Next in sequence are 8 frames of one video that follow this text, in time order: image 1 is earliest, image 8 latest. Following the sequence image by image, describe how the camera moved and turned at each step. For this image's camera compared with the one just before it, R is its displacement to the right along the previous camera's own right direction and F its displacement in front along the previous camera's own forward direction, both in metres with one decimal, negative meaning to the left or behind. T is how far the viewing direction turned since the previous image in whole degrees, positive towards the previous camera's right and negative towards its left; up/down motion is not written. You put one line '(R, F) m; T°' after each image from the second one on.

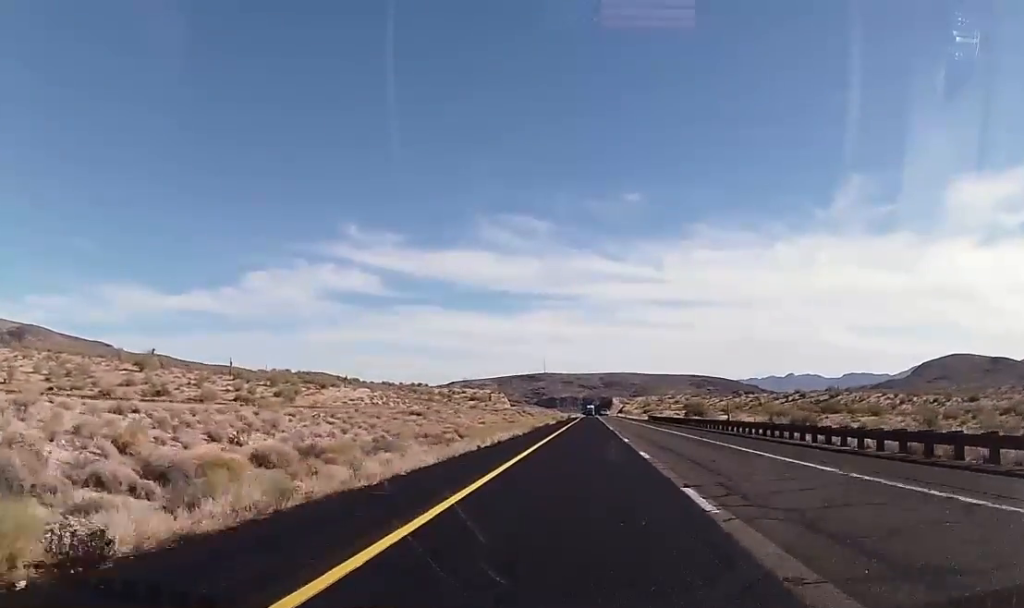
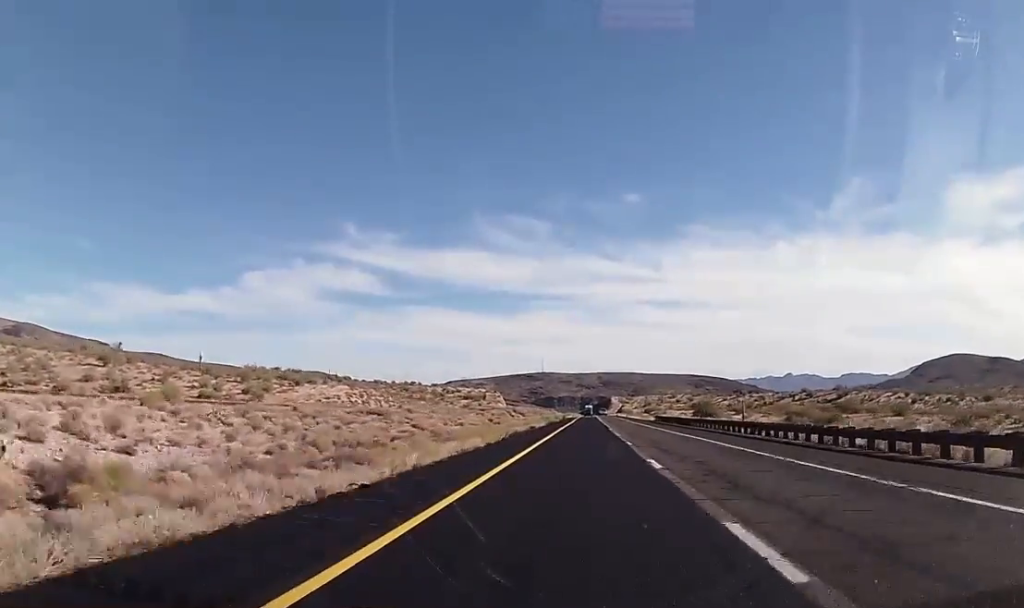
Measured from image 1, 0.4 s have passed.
(0.0, +16.4) m; 0°
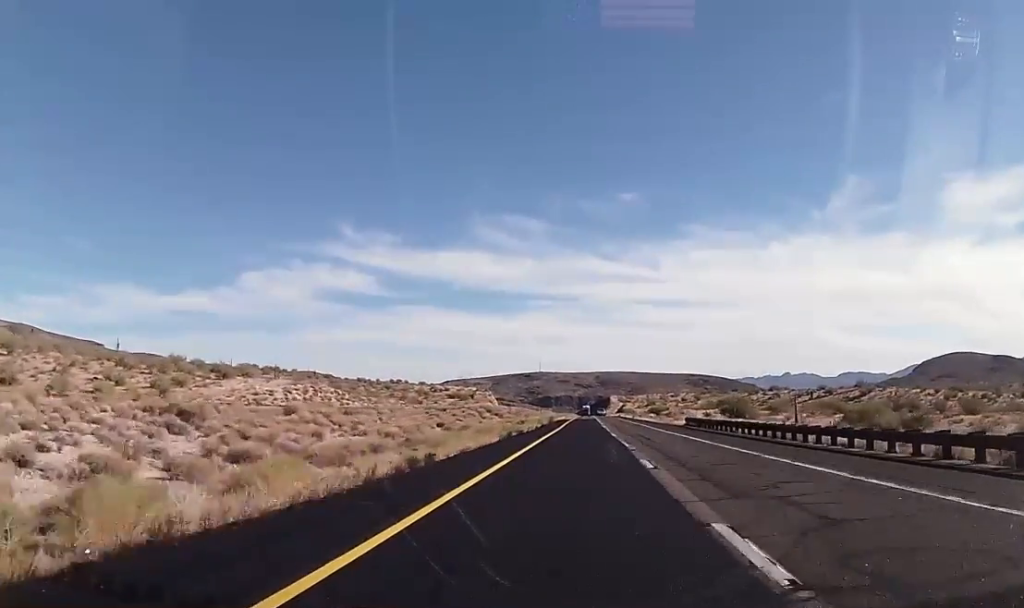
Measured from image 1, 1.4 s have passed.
(-0.3, +36.5) m; 0°
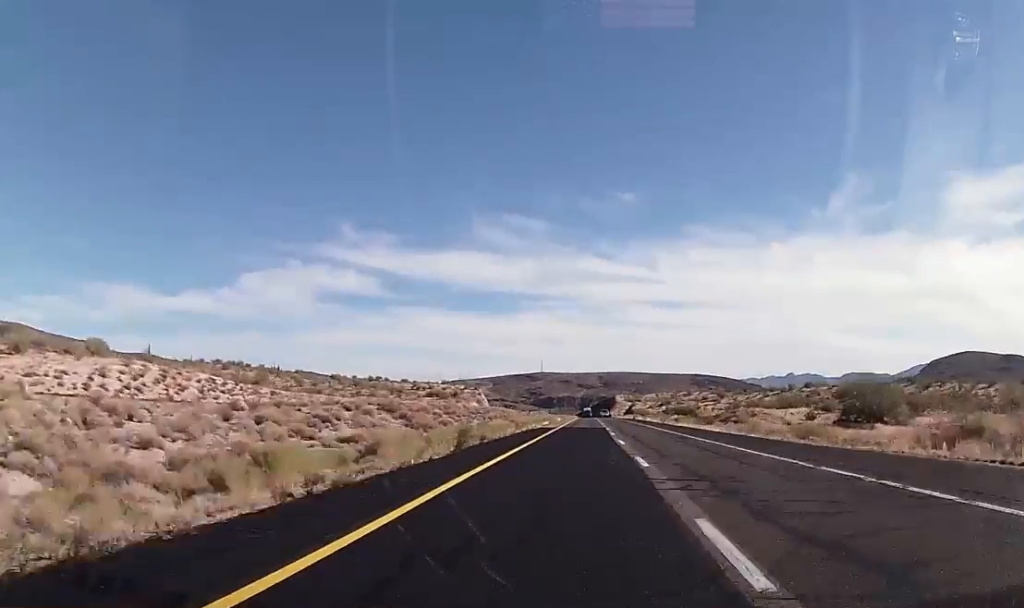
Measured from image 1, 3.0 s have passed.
(+0.4, +60.5) m; +1°
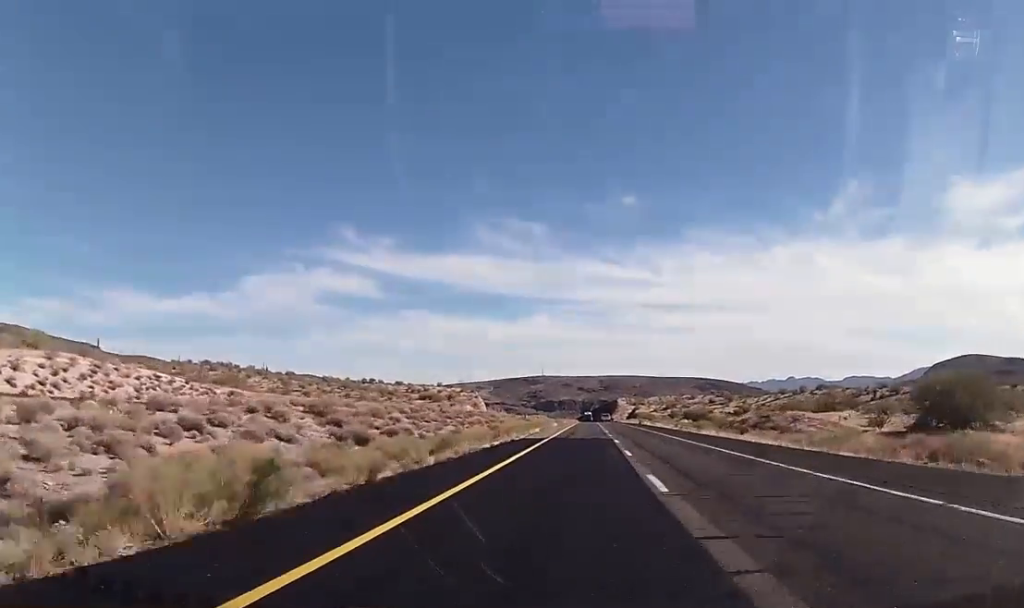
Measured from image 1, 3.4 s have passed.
(0.0, +16.4) m; 0°
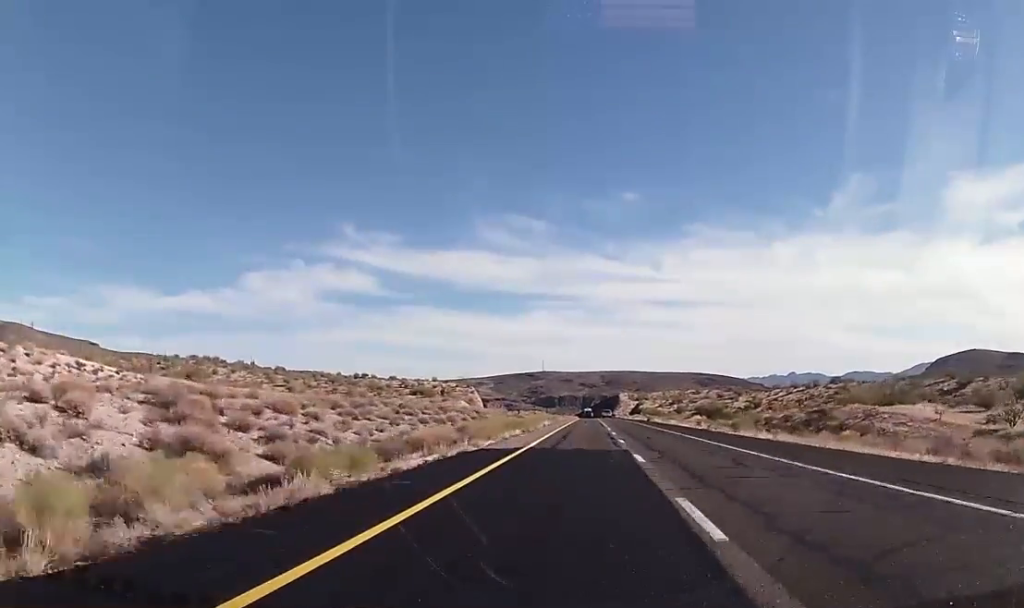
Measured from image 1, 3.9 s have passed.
(0.0, +17.6) m; 0°
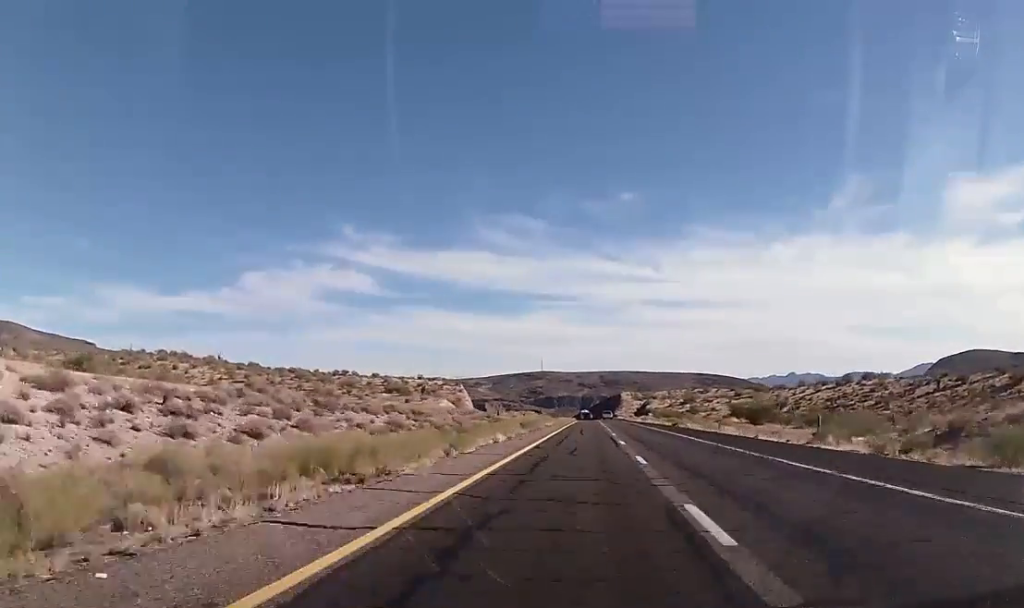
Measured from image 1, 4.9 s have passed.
(+0.1, +36.4) m; 0°
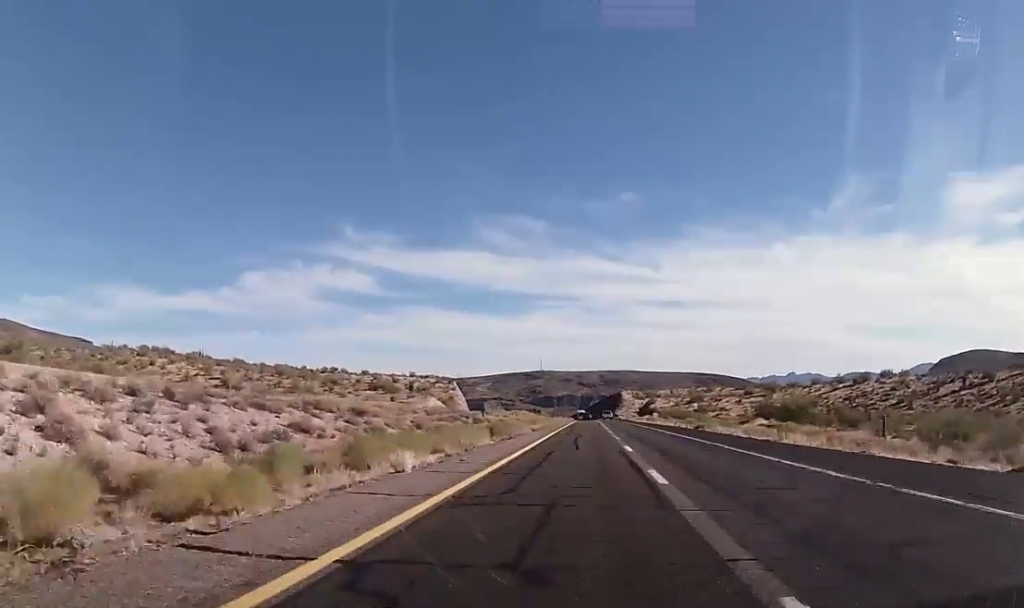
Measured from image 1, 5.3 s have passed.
(+0.2, +17.5) m; 0°
